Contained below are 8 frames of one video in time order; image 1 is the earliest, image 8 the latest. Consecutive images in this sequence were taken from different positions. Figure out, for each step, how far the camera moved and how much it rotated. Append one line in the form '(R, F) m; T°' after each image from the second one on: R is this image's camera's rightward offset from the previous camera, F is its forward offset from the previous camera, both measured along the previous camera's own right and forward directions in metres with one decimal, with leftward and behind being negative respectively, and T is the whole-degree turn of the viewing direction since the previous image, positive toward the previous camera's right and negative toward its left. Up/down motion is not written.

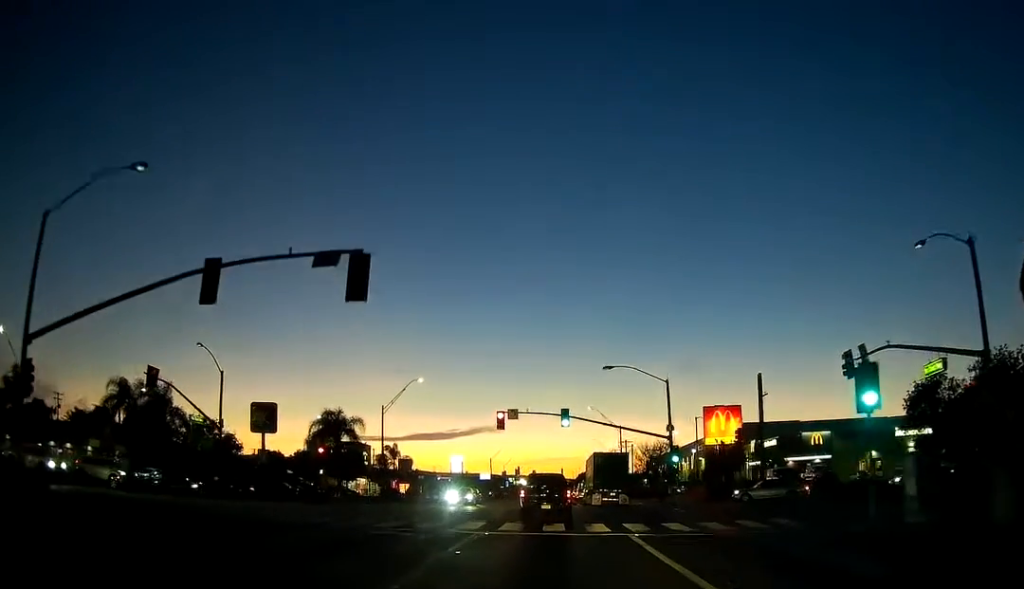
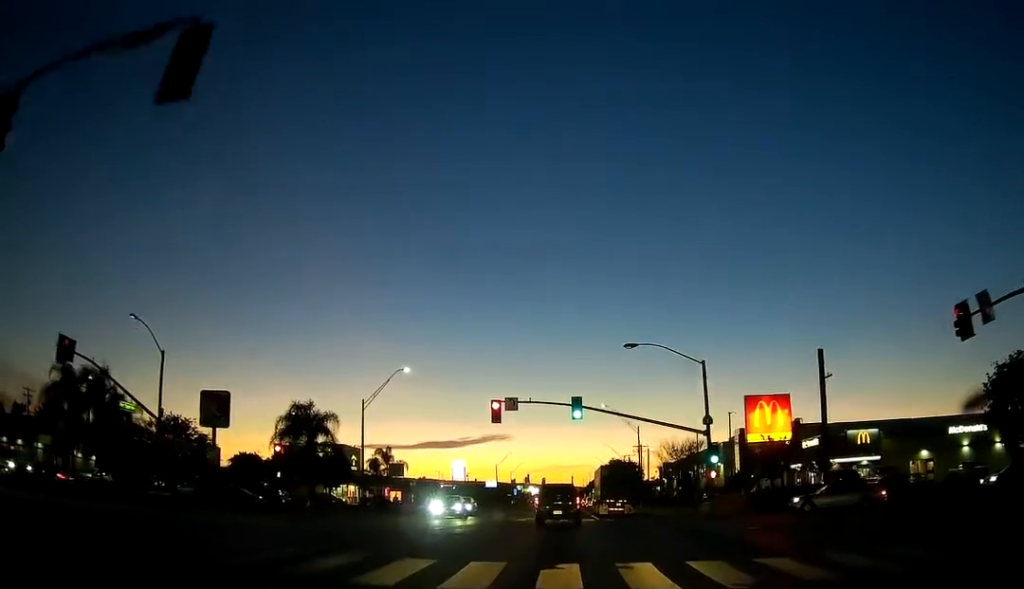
(-0.2, +10.8) m; -2°
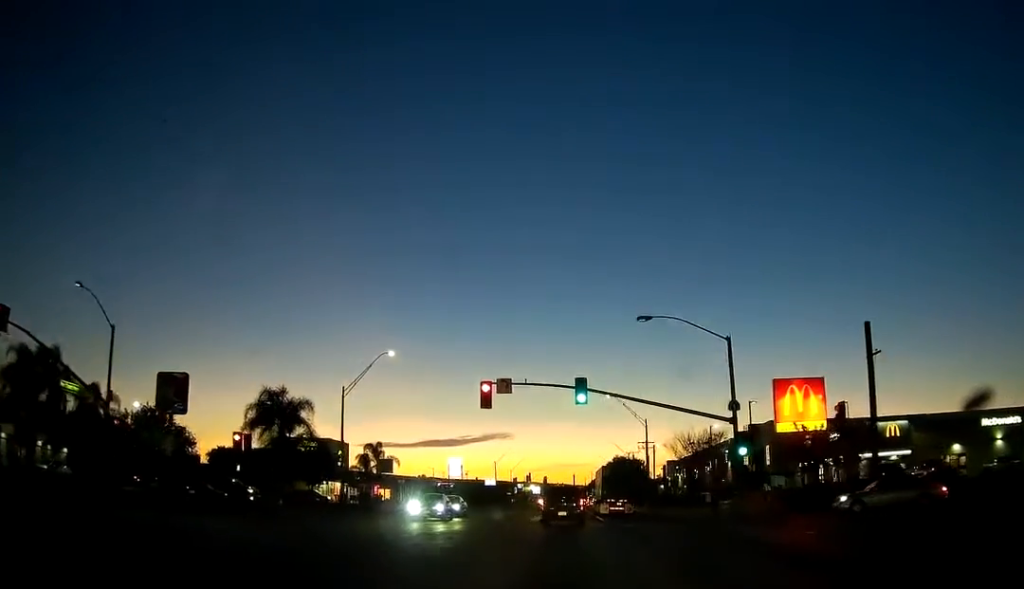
(-0.1, +6.5) m; 0°
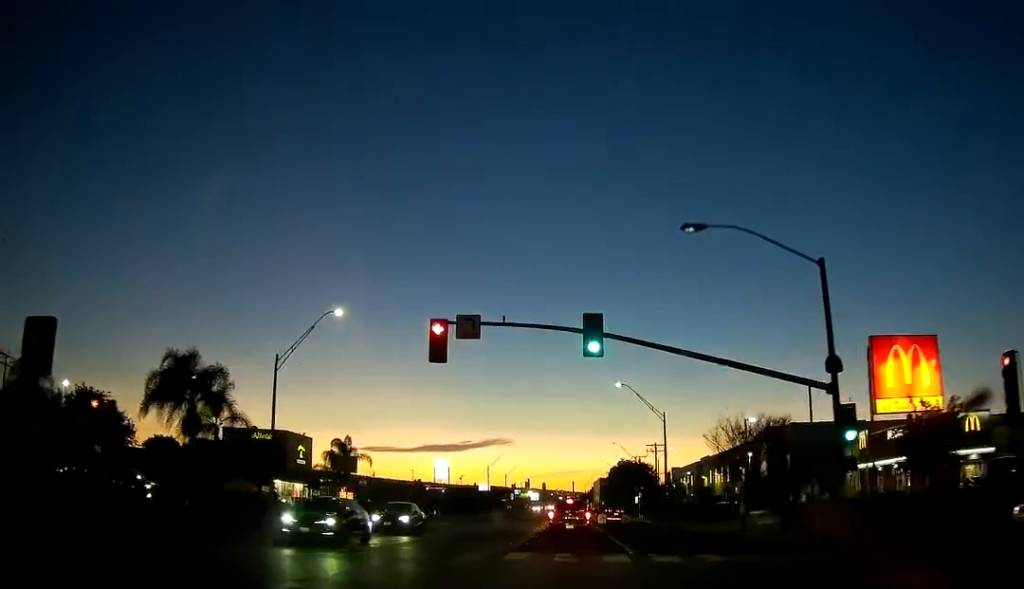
(+0.1, +14.2) m; 0°
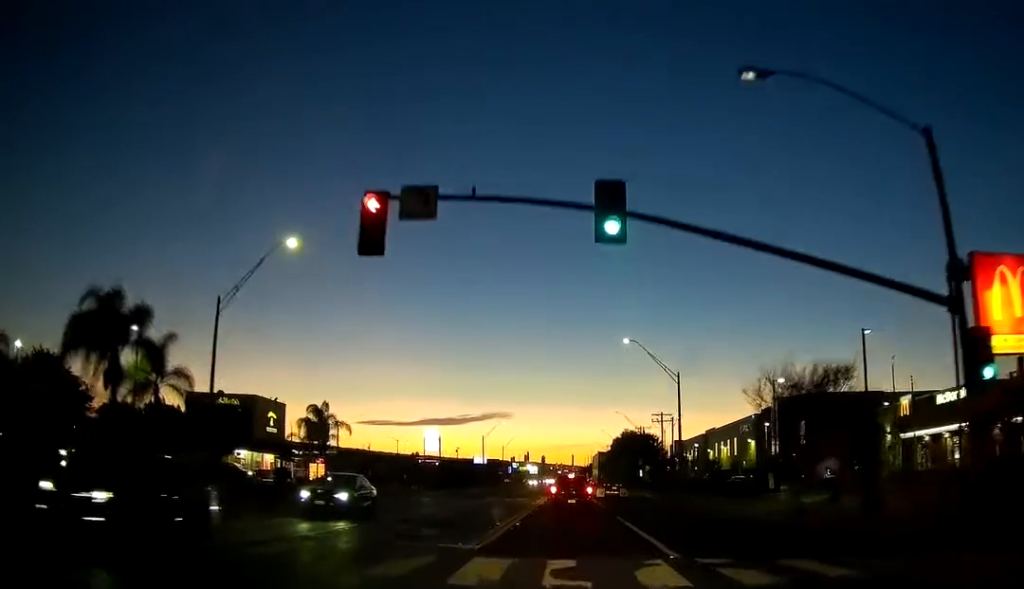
(-0.1, +8.4) m; -1°
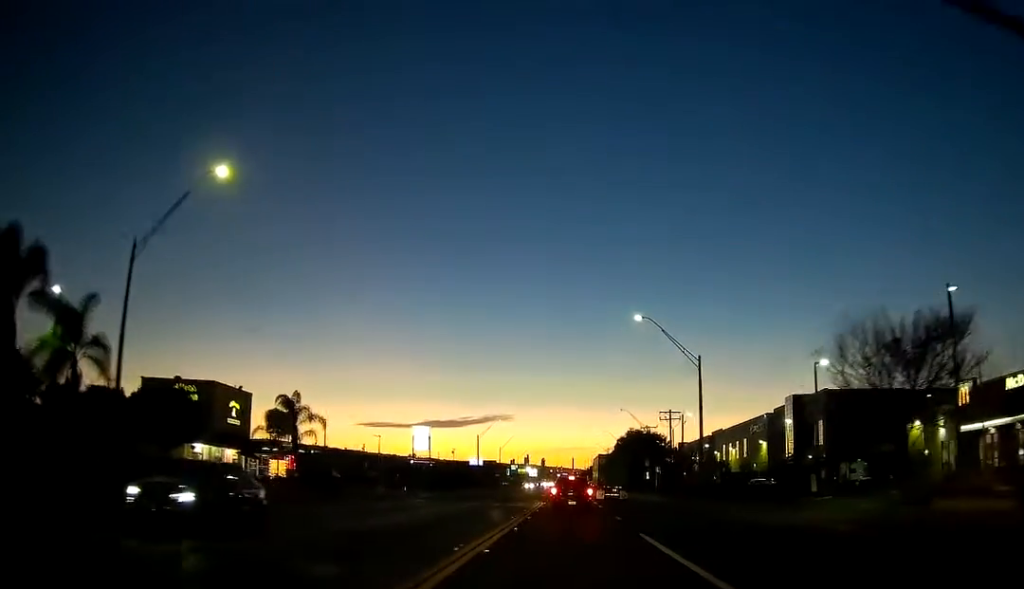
(-0.1, +8.3) m; -1°
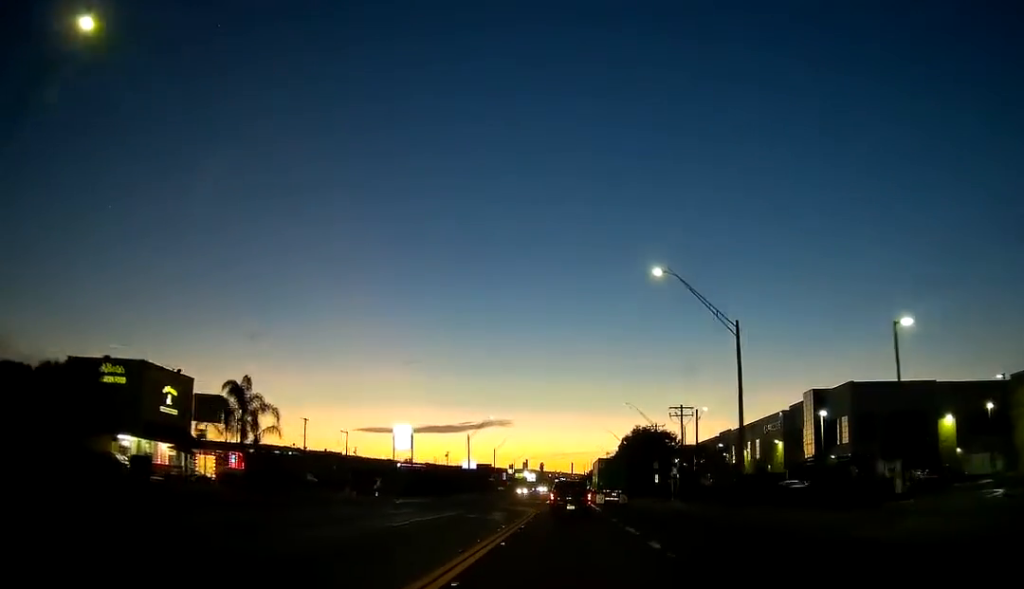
(0.0, +10.9) m; +1°
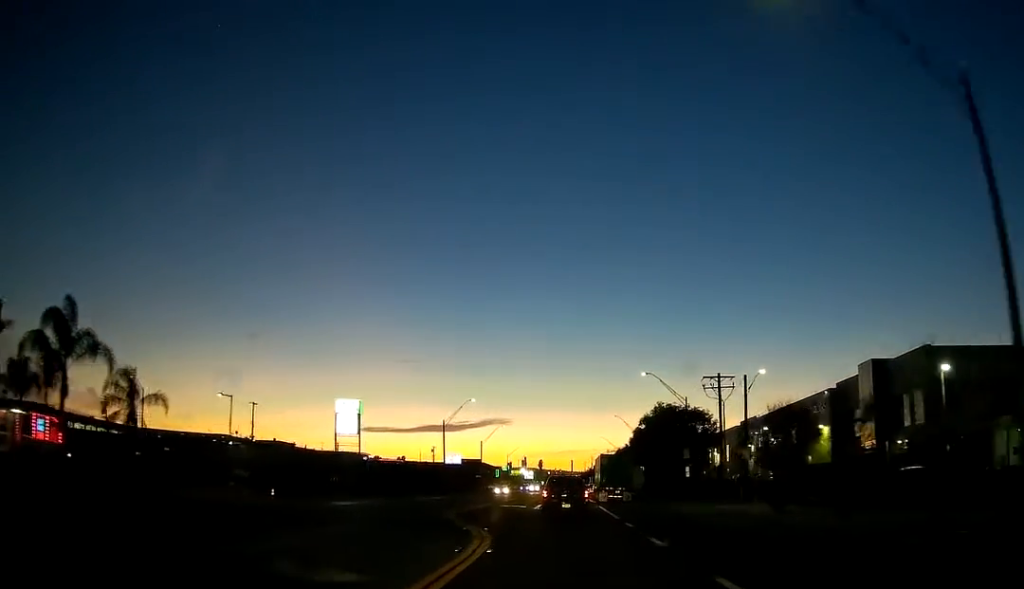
(+0.1, +24.4) m; -1°
